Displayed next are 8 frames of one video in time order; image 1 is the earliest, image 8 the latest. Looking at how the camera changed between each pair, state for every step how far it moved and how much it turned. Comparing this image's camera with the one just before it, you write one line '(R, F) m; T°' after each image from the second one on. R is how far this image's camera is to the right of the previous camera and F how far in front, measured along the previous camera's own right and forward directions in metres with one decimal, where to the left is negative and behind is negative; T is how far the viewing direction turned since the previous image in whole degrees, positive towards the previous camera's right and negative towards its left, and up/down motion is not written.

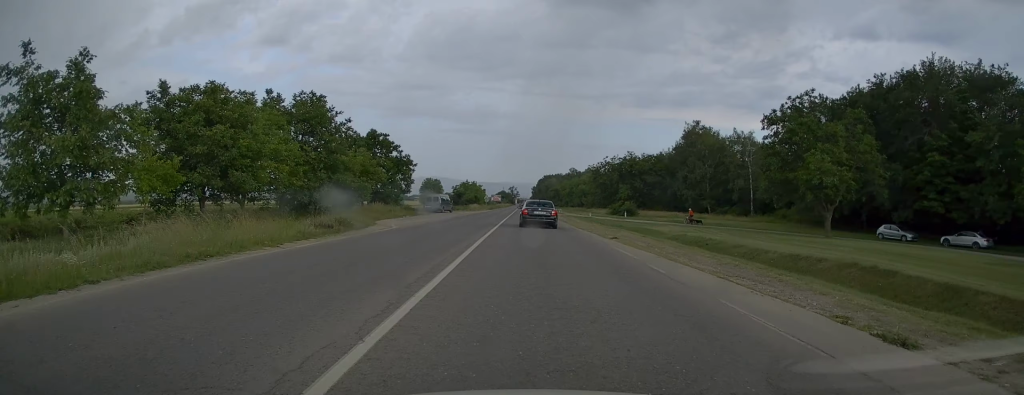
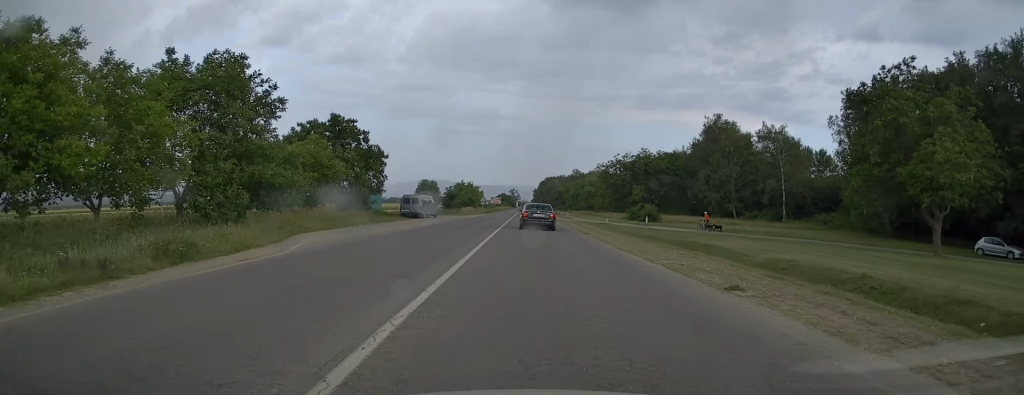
(-0.1, +13.4) m; 0°
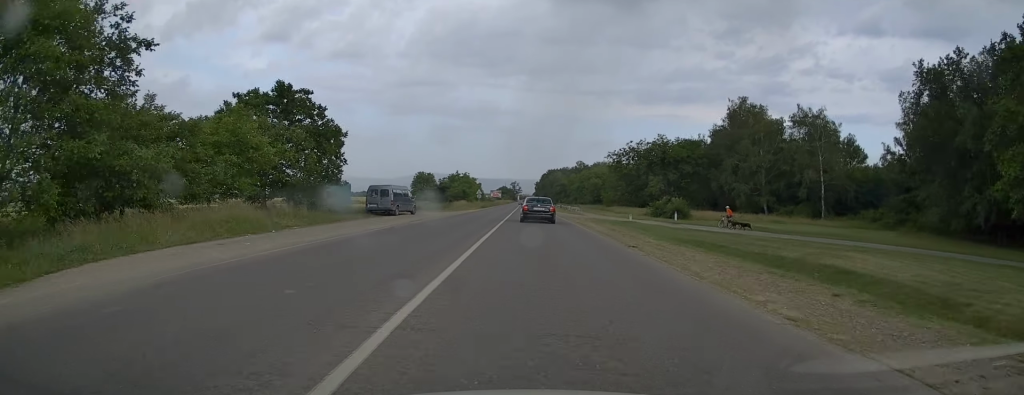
(0.0, +12.3) m; 0°
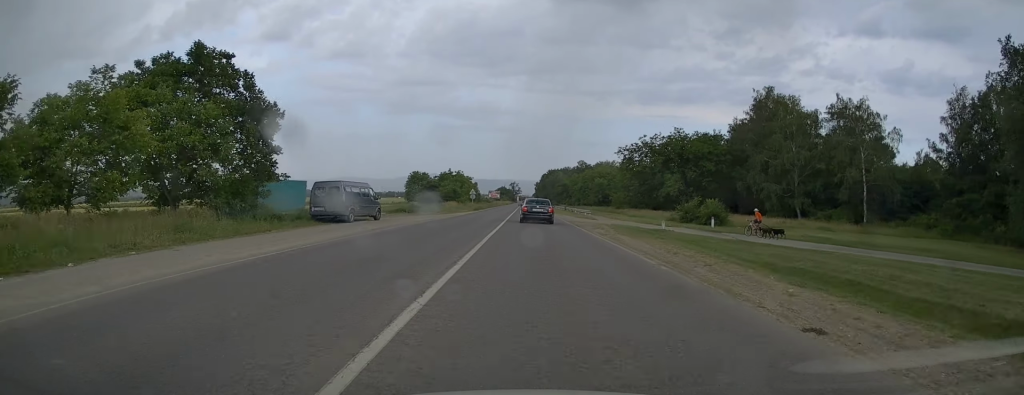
(+0.1, +11.2) m; 0°
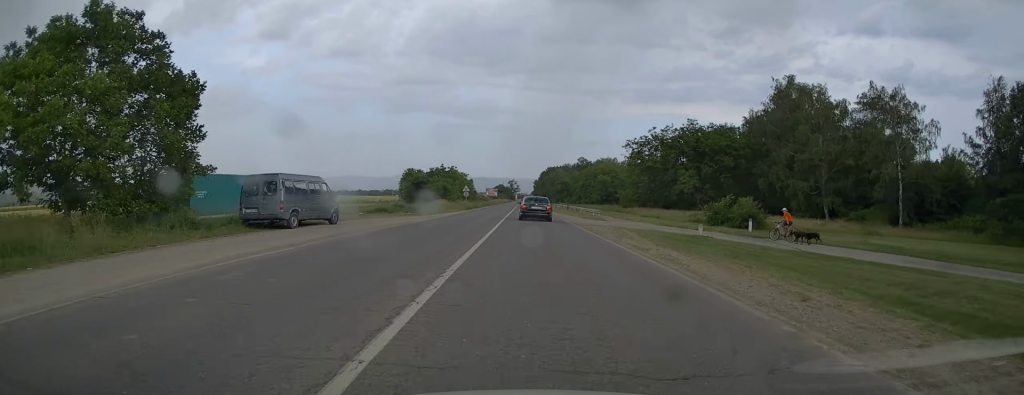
(-0.1, +7.9) m; 0°
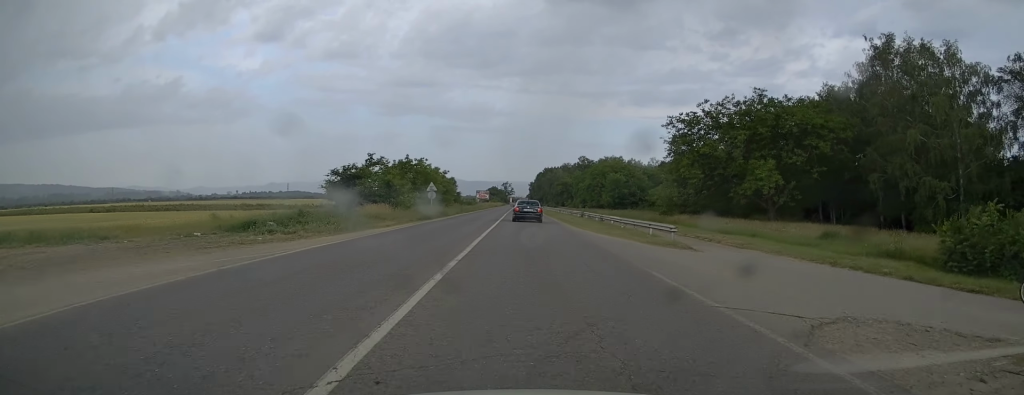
(+0.1, +25.5) m; 0°
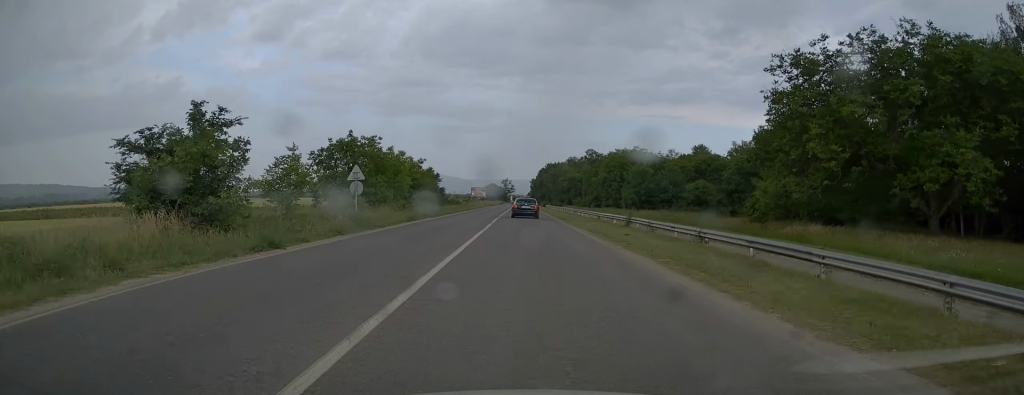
(0.0, +23.6) m; 0°
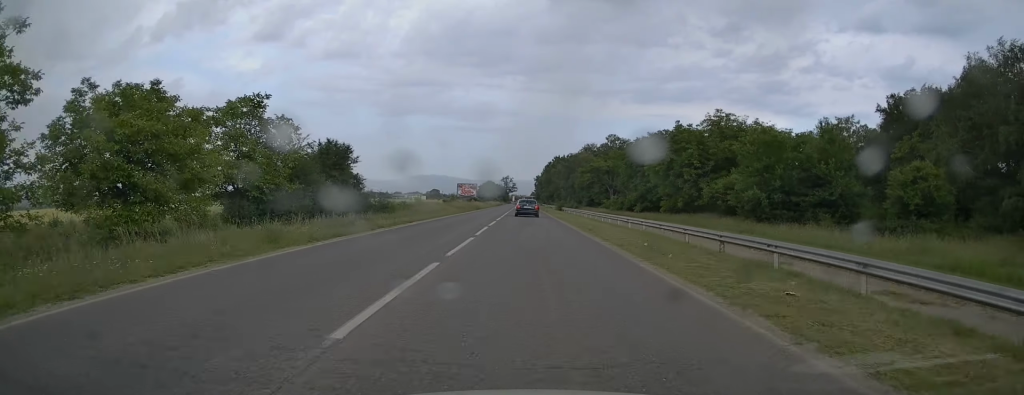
(-0.1, +46.9) m; 0°
